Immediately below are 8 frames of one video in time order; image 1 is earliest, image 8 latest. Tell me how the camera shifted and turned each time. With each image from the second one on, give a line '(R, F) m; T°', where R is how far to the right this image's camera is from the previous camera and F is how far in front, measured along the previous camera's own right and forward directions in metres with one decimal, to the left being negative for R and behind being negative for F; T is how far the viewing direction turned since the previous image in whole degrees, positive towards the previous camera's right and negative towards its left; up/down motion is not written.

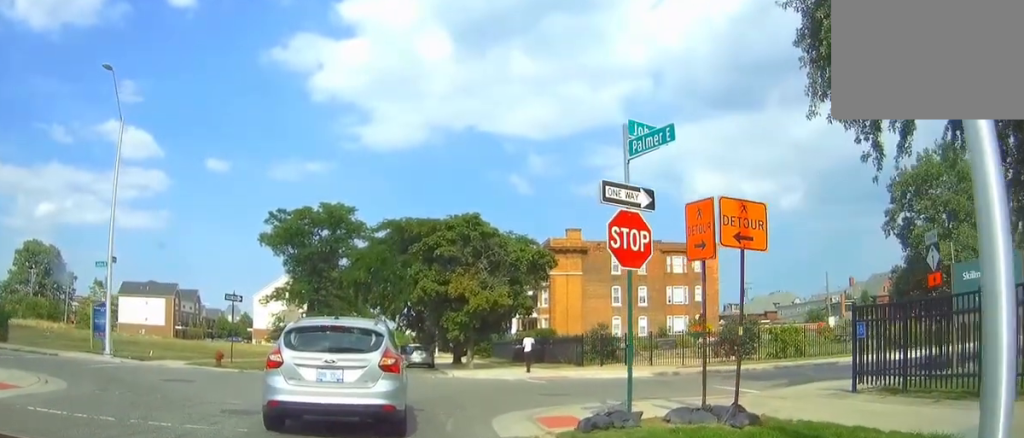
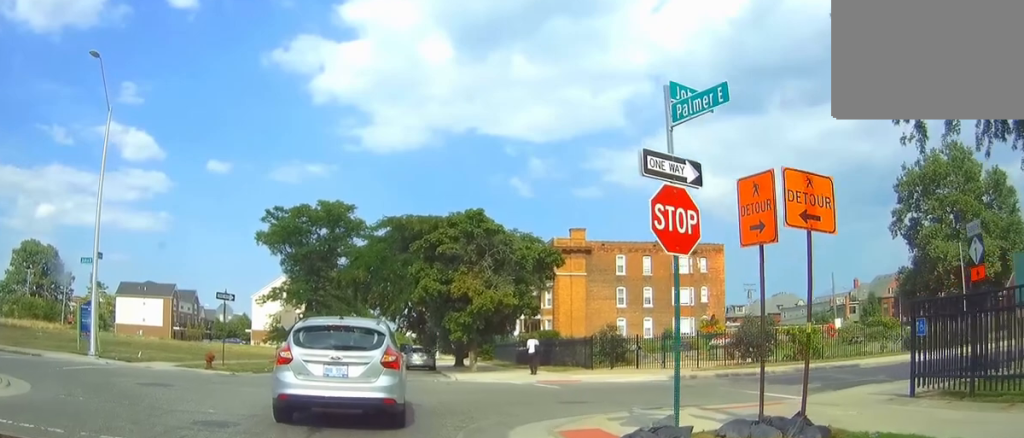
(0.0, +1.5) m; 0°
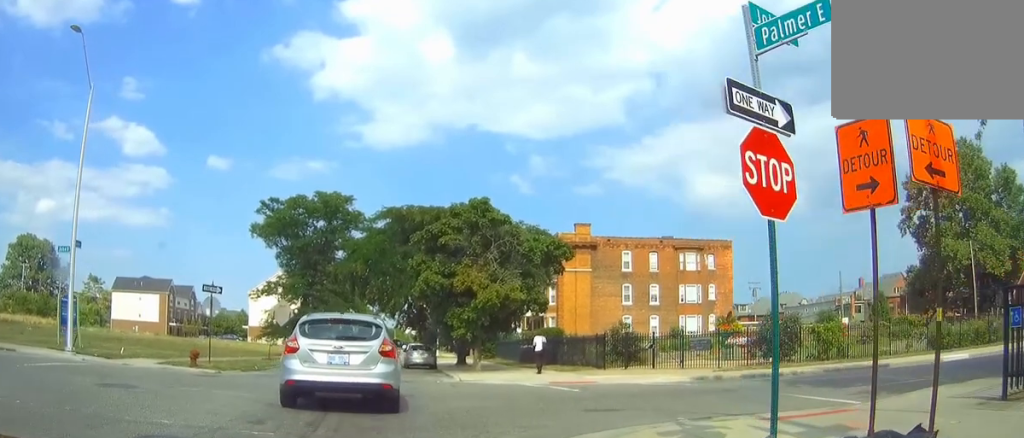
(0.0, +1.7) m; -2°
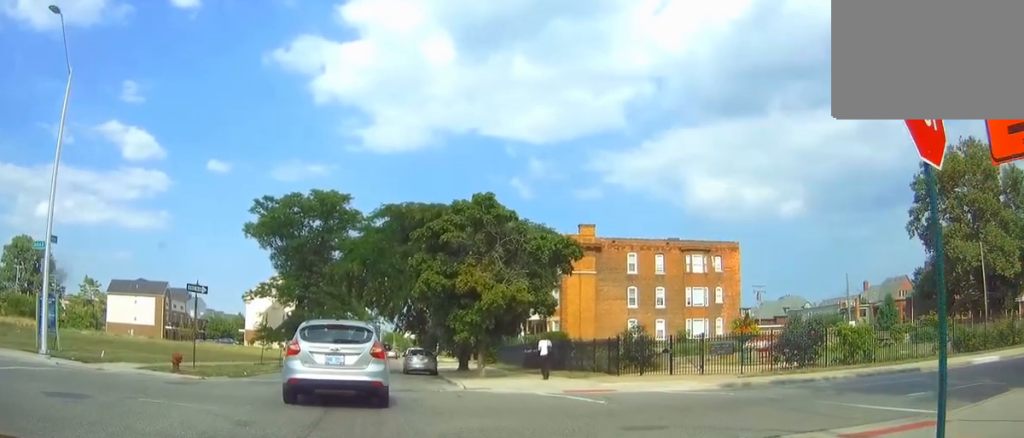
(0.0, +1.5) m; 0°
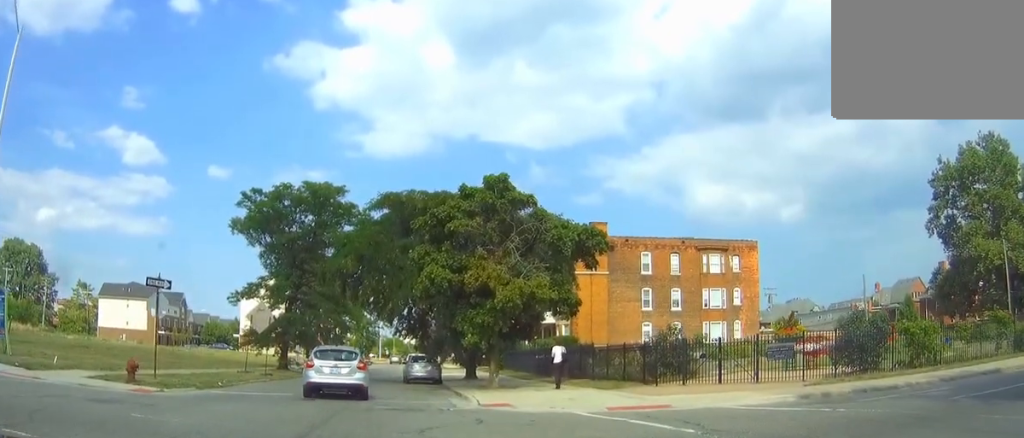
(+0.1, +3.4) m; +2°
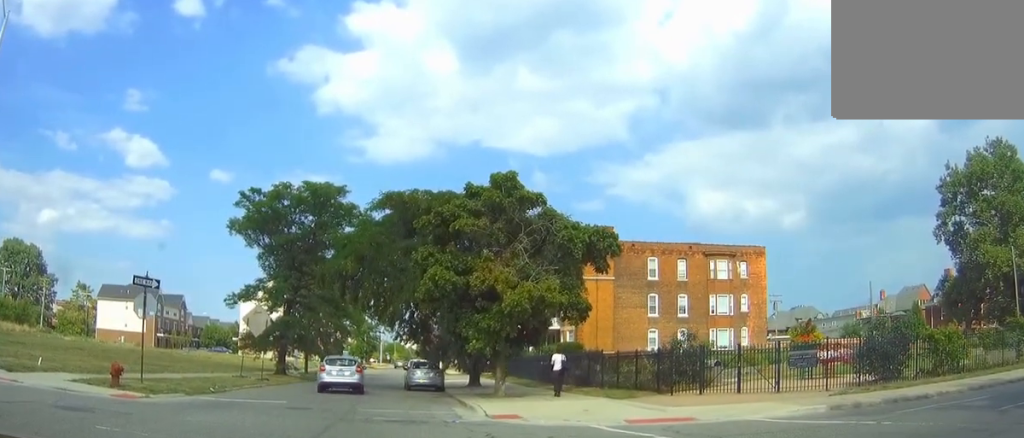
(-0.2, +2.2) m; -5°
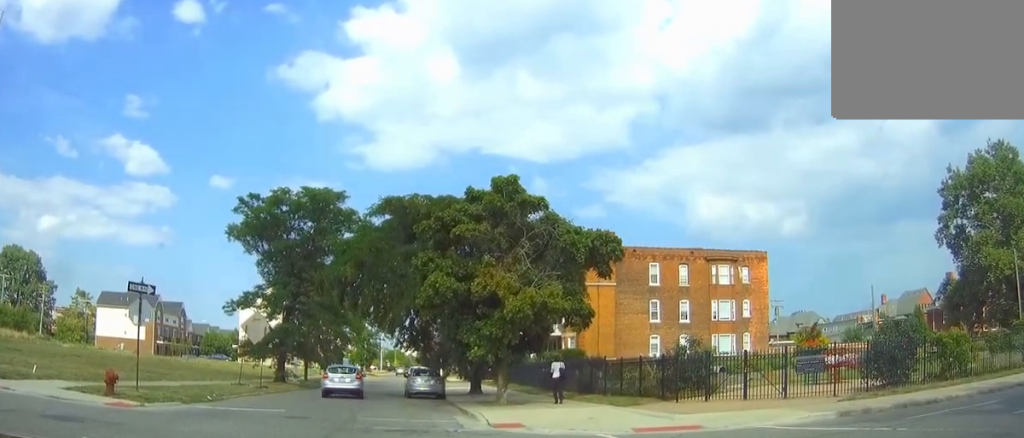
(-0.1, +1.1) m; +1°
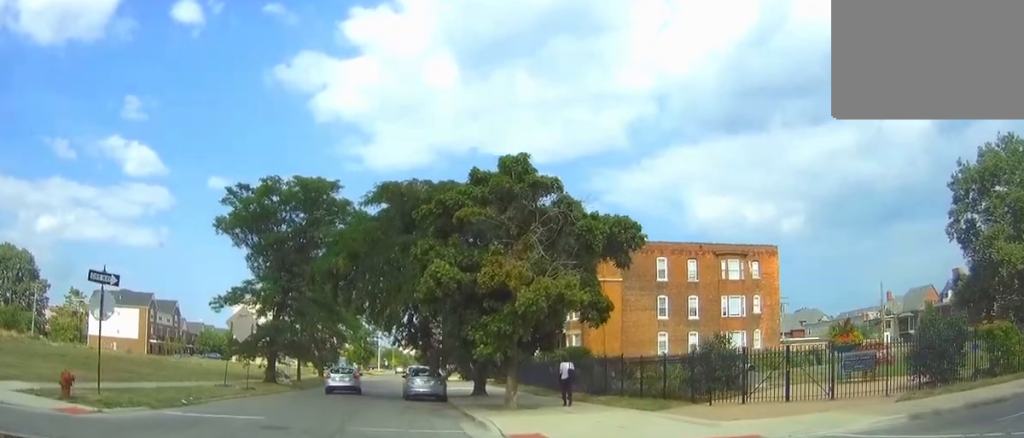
(+0.1, +3.6) m; +4°
